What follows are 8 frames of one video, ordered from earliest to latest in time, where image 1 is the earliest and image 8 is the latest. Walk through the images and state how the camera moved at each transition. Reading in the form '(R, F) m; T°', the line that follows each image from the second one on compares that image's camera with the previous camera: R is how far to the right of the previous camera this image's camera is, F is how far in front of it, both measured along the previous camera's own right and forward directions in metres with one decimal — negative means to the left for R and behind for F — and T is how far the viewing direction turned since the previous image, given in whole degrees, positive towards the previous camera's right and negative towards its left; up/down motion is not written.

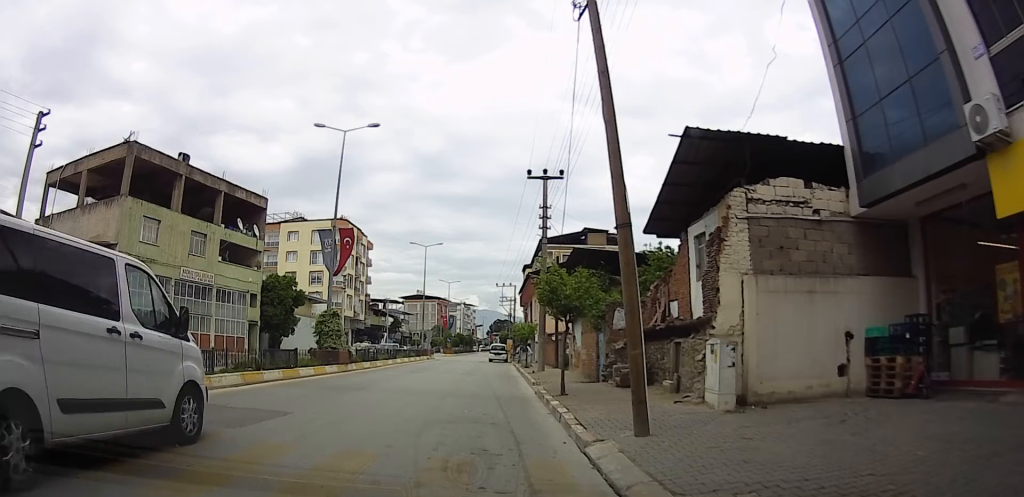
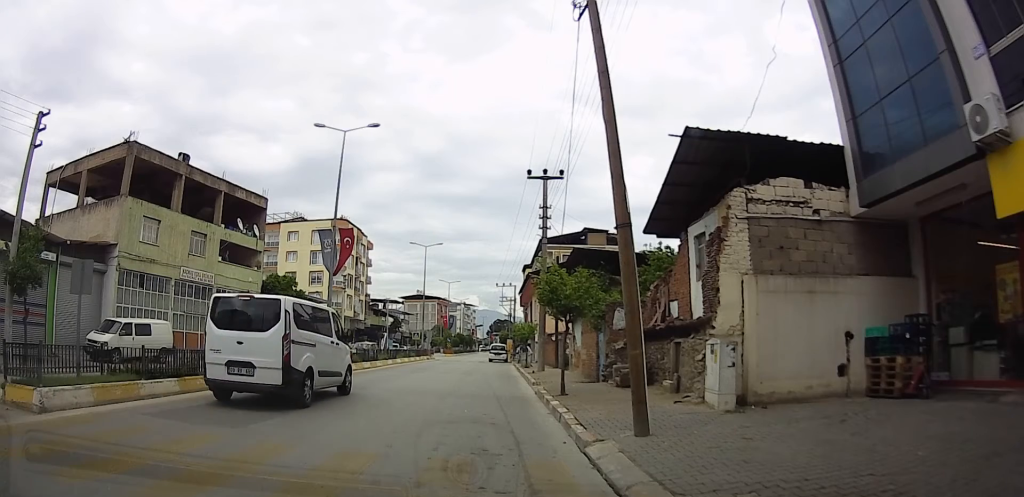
(0.0, 0.0) m; 0°
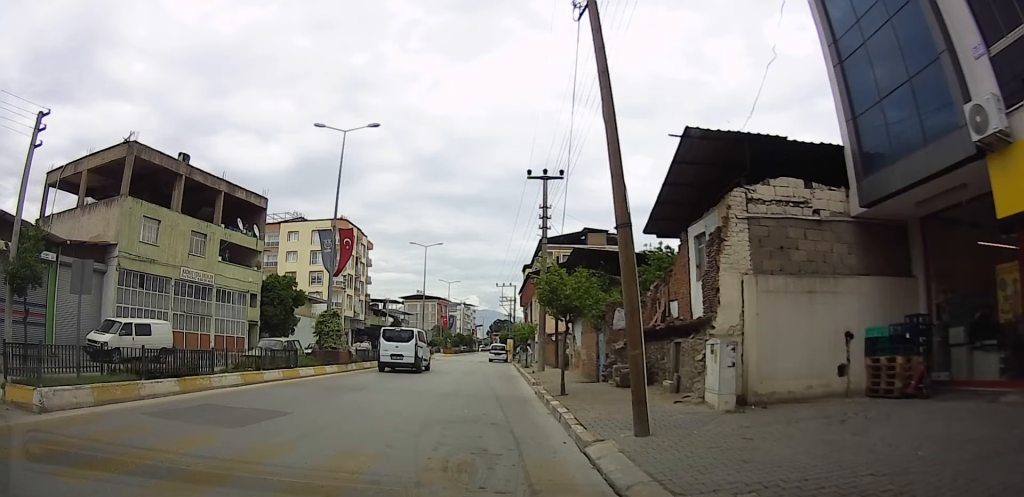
(0.0, 0.0) m; 0°
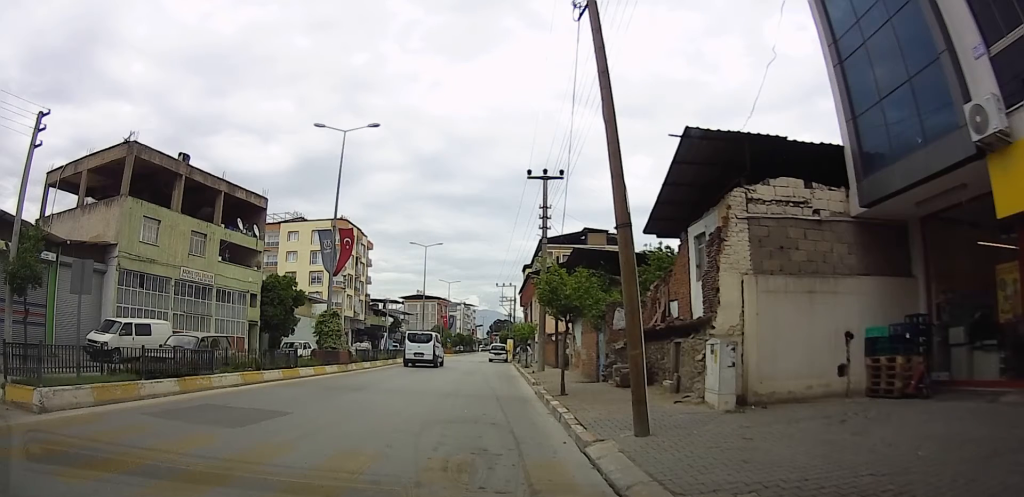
(0.0, 0.0) m; 0°
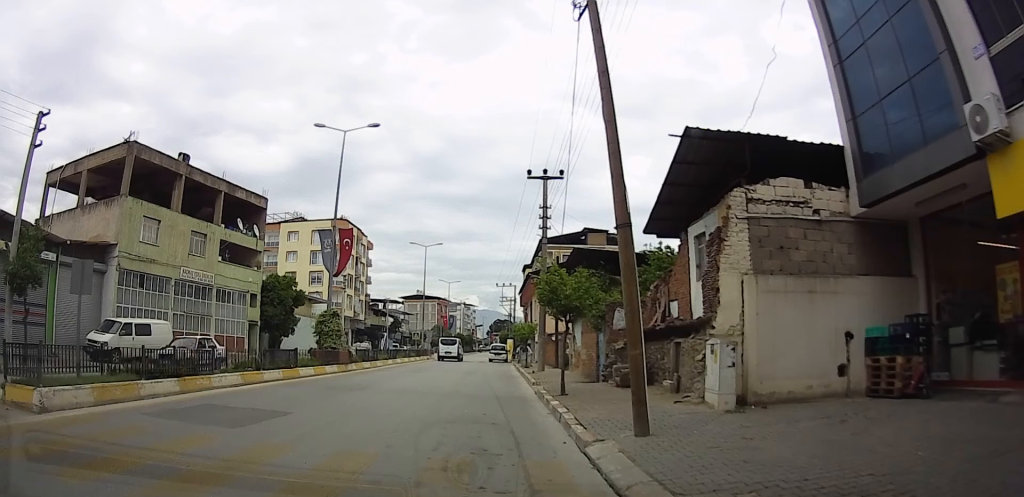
(0.0, 0.0) m; 0°
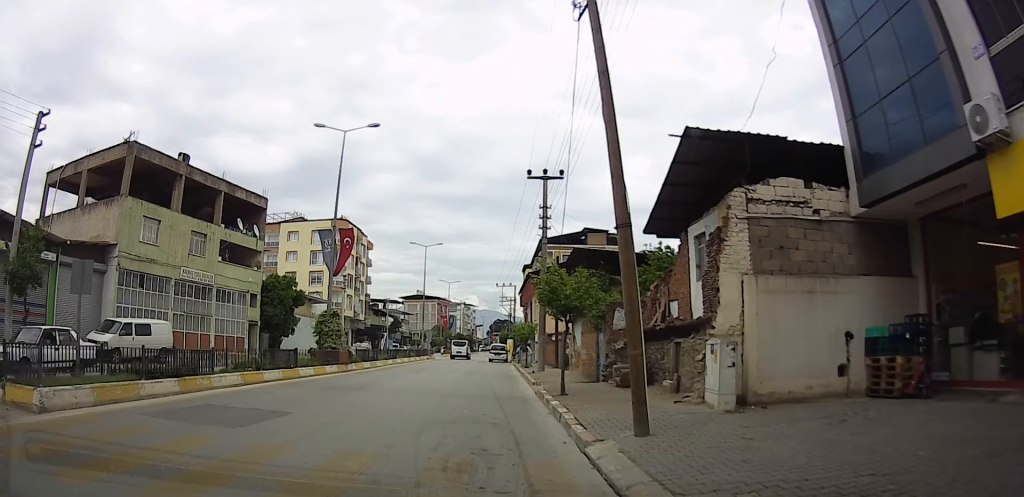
(0.0, 0.0) m; 0°
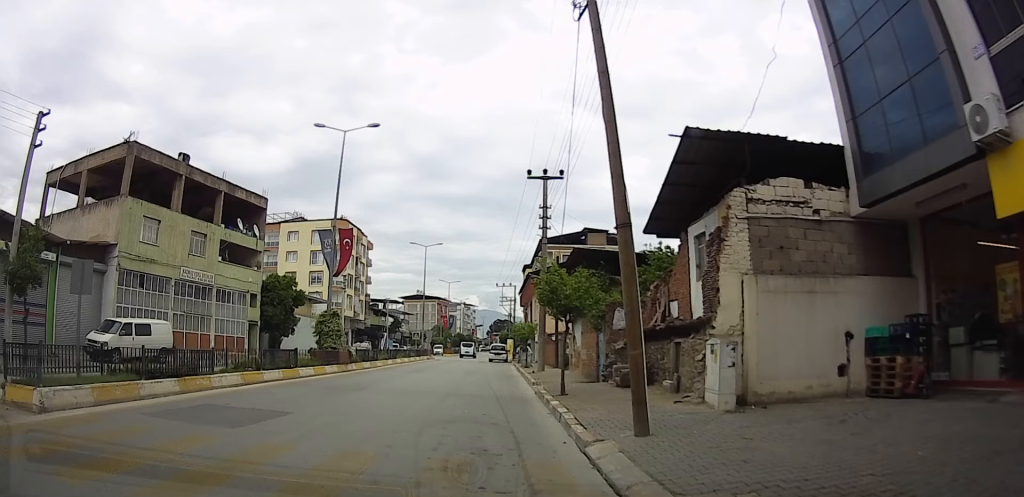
(0.0, 0.0) m; 0°
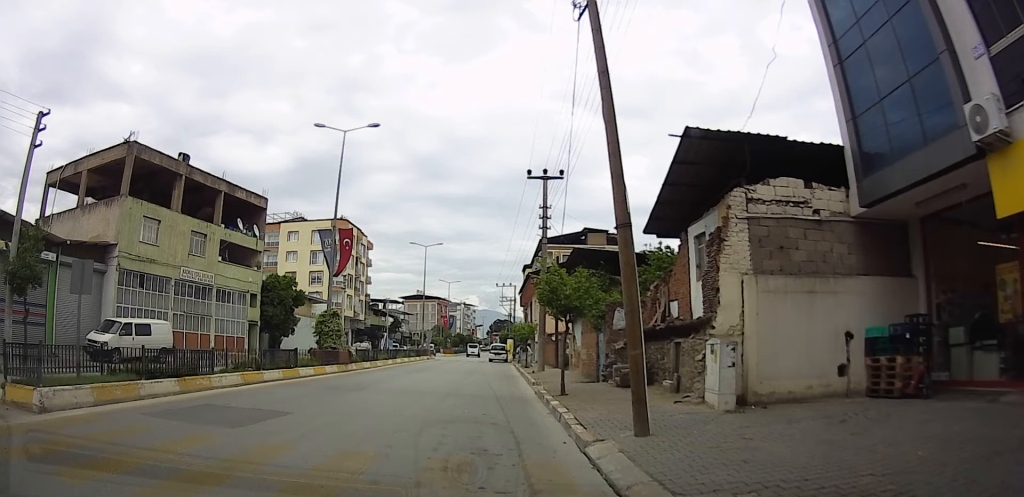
(0.0, 0.0) m; 0°
